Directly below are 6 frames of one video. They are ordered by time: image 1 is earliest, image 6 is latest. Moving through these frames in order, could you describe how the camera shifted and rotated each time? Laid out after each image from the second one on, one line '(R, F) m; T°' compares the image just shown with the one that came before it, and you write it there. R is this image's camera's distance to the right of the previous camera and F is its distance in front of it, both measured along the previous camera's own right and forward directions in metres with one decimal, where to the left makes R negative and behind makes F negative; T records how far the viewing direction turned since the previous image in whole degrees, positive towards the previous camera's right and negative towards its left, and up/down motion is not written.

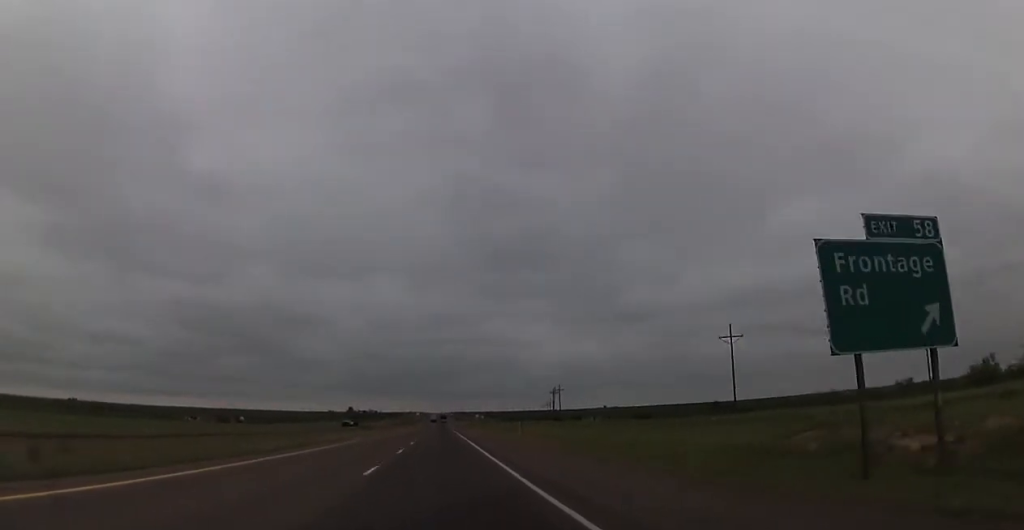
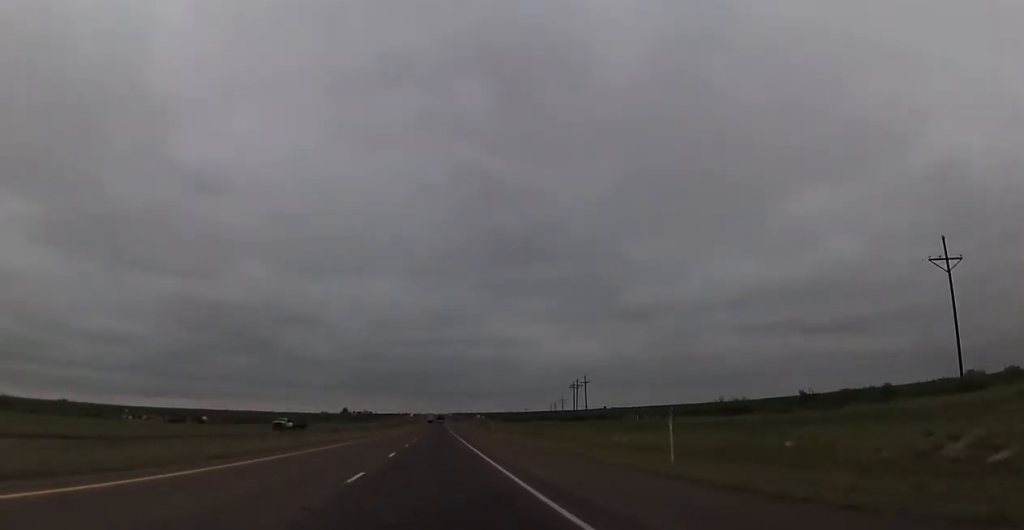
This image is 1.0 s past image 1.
(0.0, +38.1) m; 0°
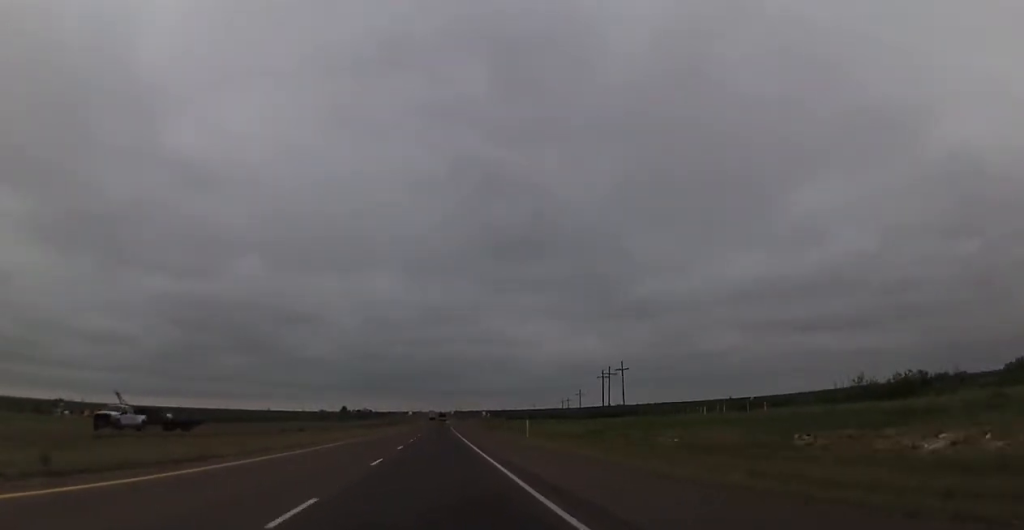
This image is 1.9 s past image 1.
(0.0, +30.9) m; 0°
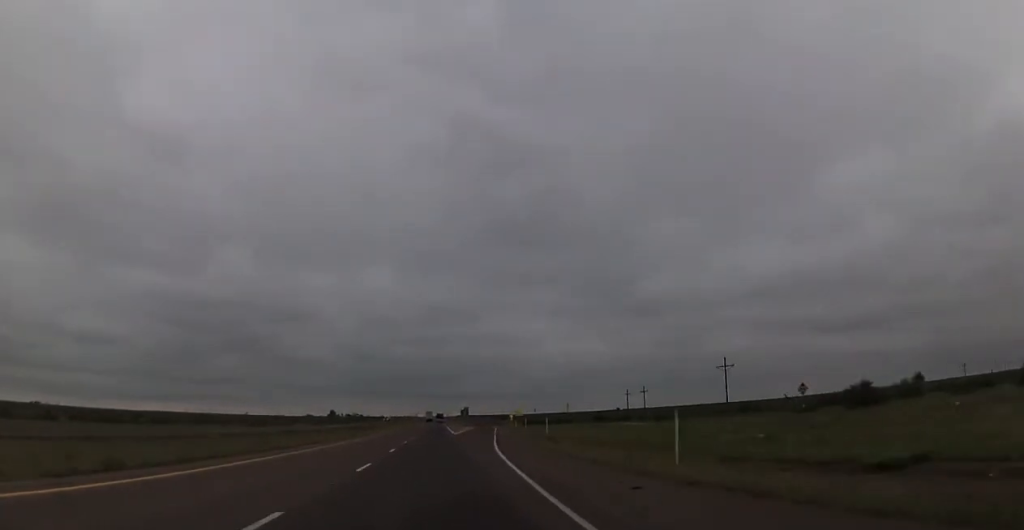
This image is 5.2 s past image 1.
(-1.0, +123.1) m; 0°
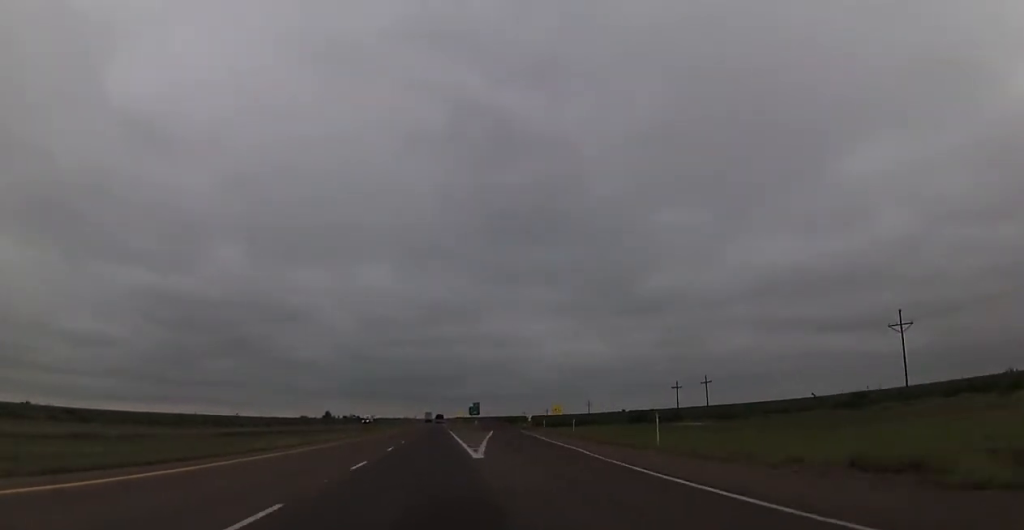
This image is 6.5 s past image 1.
(+0.1, +47.6) m; 0°
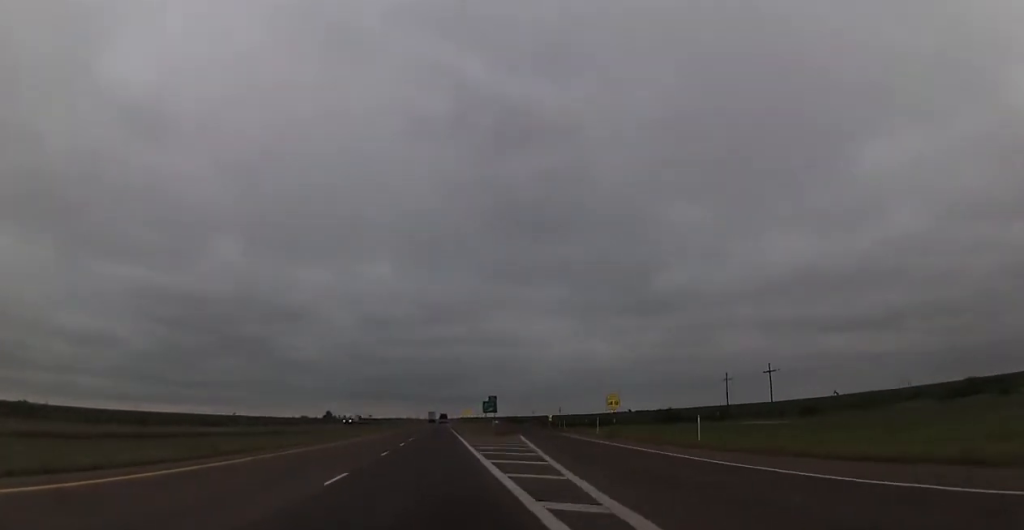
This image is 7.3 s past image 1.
(-0.1, +29.2) m; 0°
